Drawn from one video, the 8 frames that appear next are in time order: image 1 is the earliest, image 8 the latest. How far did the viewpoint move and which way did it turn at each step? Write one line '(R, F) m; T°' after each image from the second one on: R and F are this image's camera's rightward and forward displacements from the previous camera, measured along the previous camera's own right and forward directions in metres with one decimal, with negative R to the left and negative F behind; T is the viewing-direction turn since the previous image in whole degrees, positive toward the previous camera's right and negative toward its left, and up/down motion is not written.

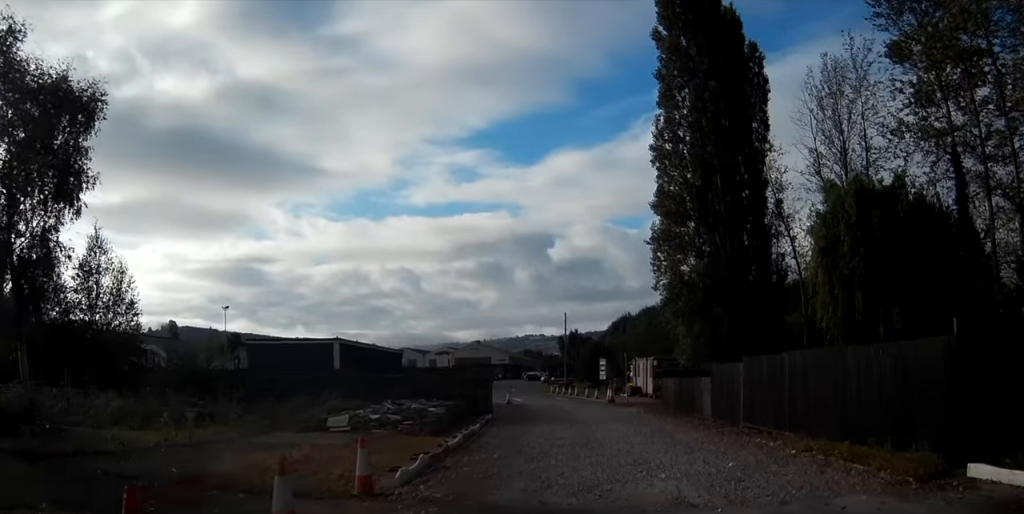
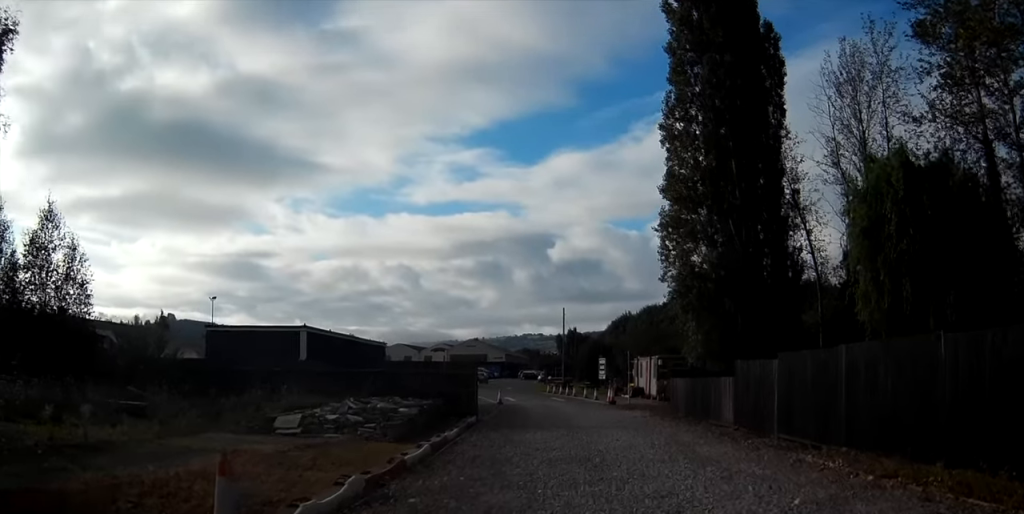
(+0.1, +4.1) m; +3°
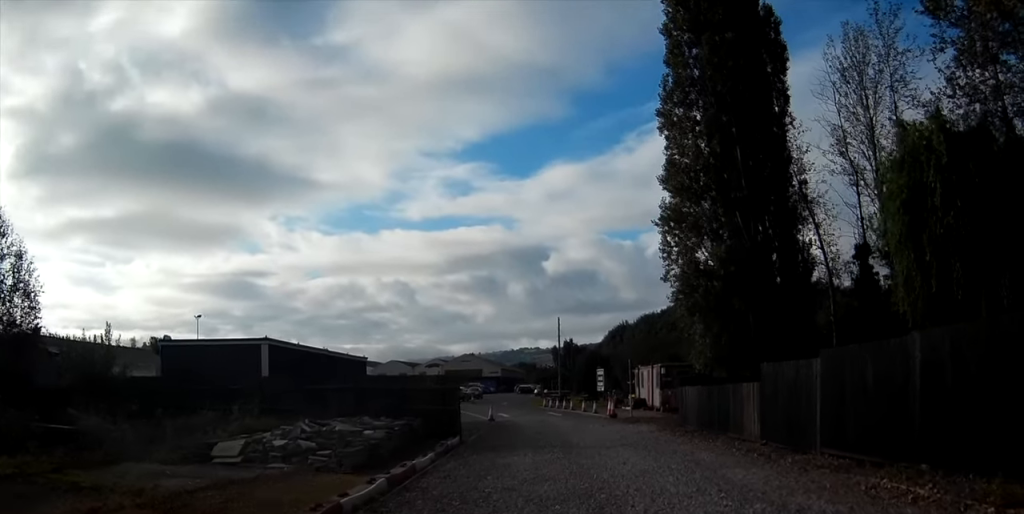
(+0.1, +4.2) m; 0°
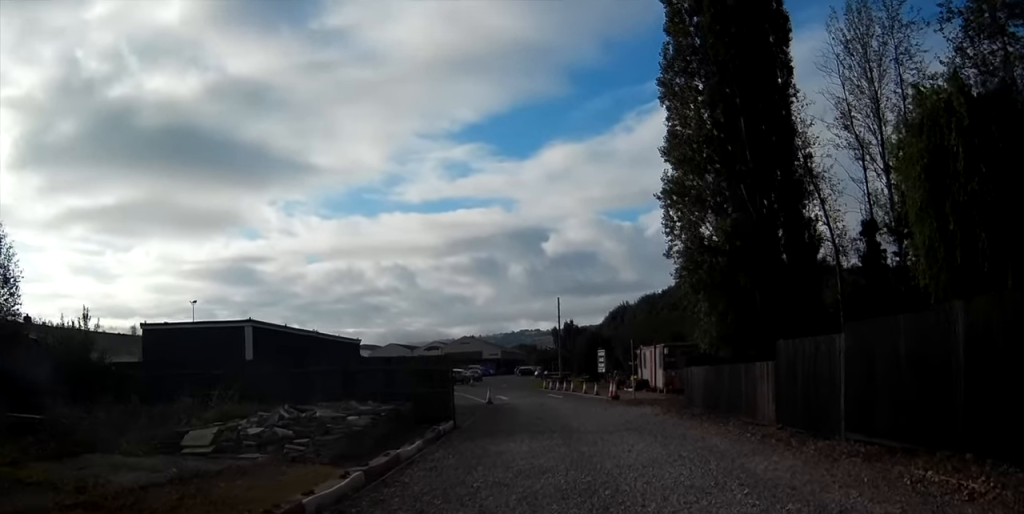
(0.0, +1.6) m; -1°
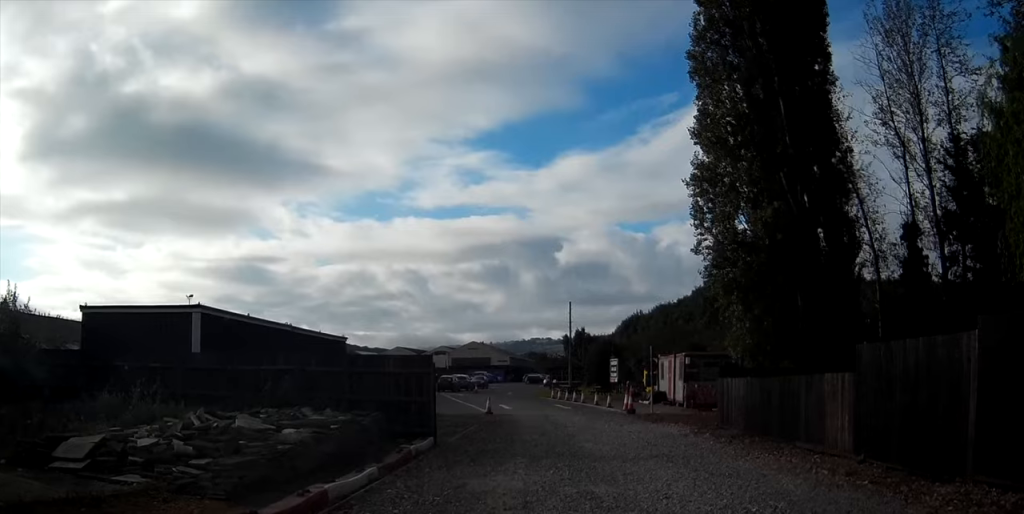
(-0.2, +4.9) m; -5°
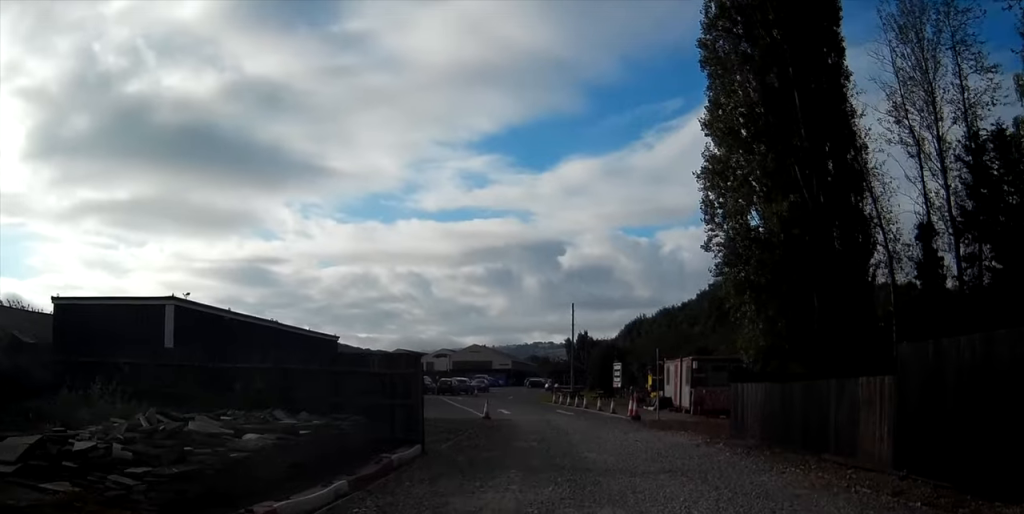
(0.0, +1.6) m; -1°
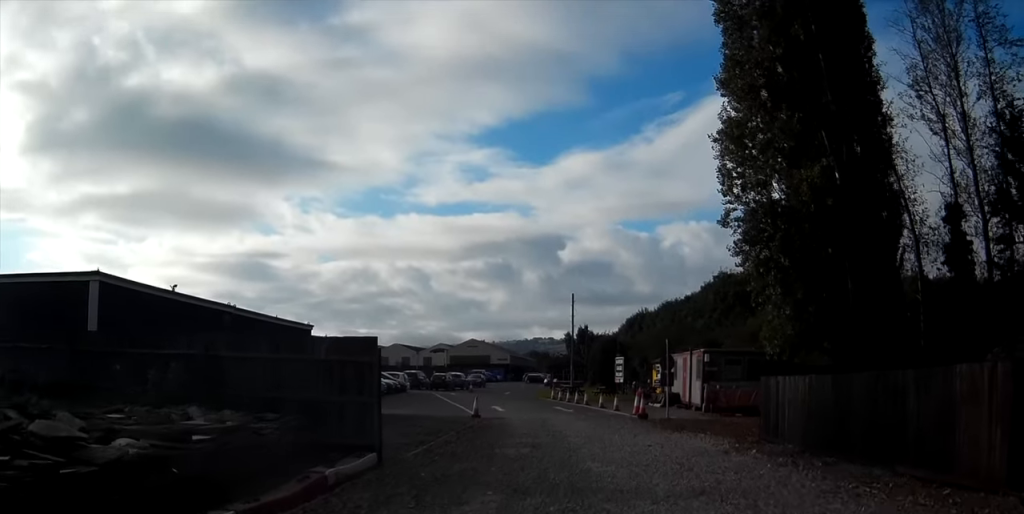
(0.0, +3.3) m; 0°
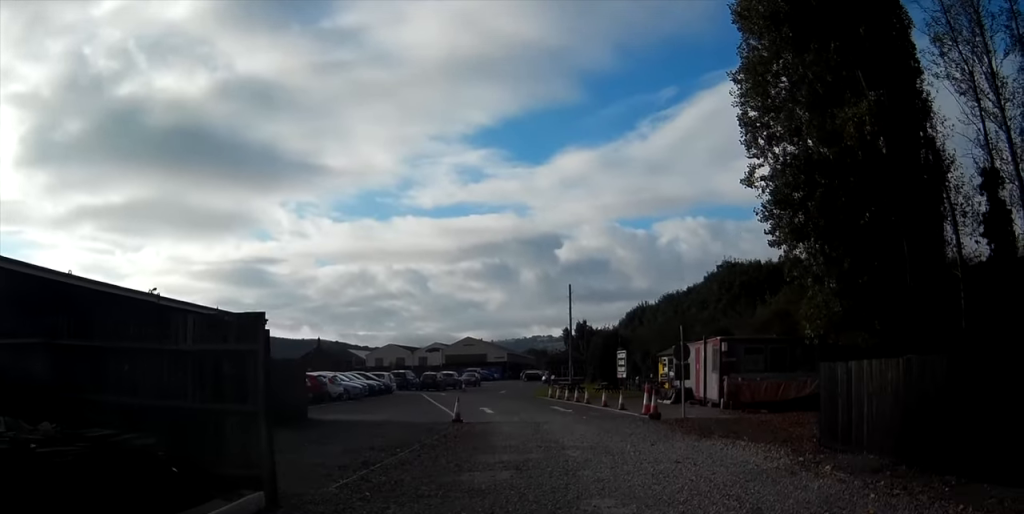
(+0.1, +4.4) m; +3°
